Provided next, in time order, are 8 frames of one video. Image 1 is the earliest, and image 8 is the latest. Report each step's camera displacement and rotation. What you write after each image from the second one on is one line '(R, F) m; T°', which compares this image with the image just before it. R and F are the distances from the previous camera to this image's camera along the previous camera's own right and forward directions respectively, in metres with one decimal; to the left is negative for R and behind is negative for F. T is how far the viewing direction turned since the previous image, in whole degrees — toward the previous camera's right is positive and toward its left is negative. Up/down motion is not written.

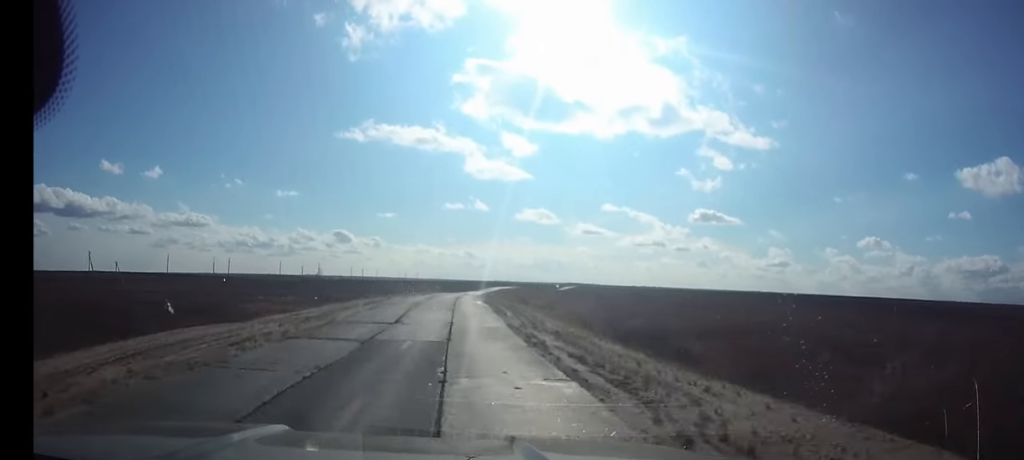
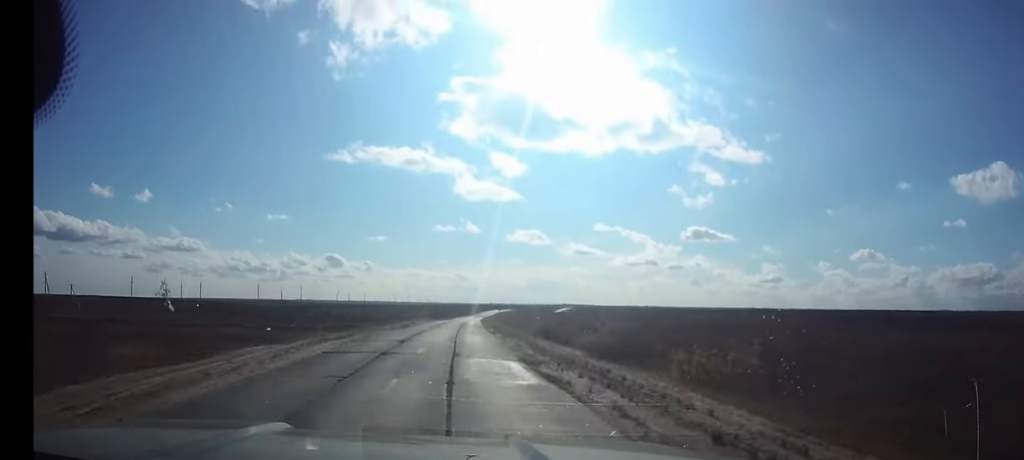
(+0.3, +27.2) m; +1°
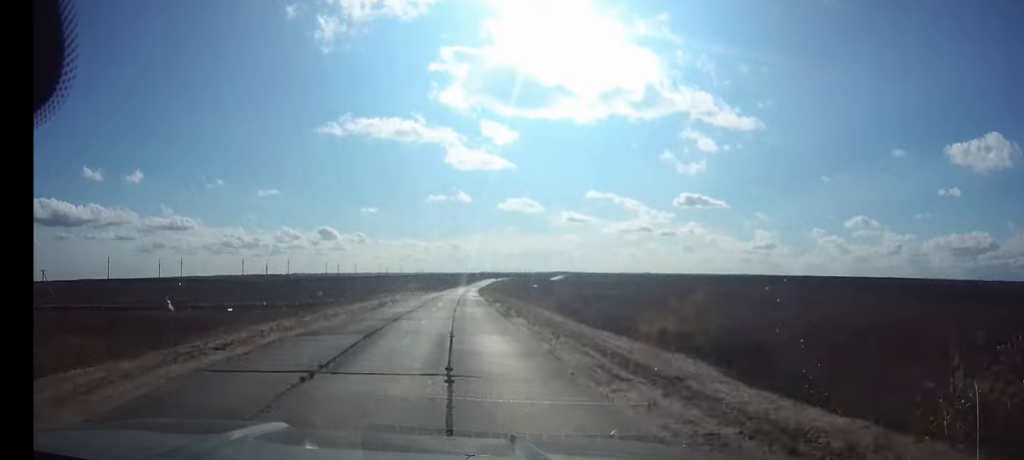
(+0.1, +14.8) m; 0°
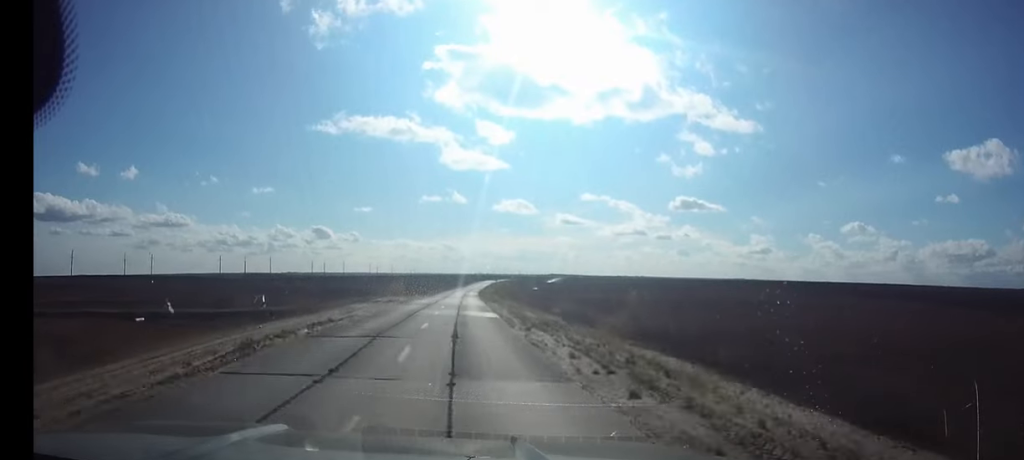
(0.0, +24.3) m; +1°
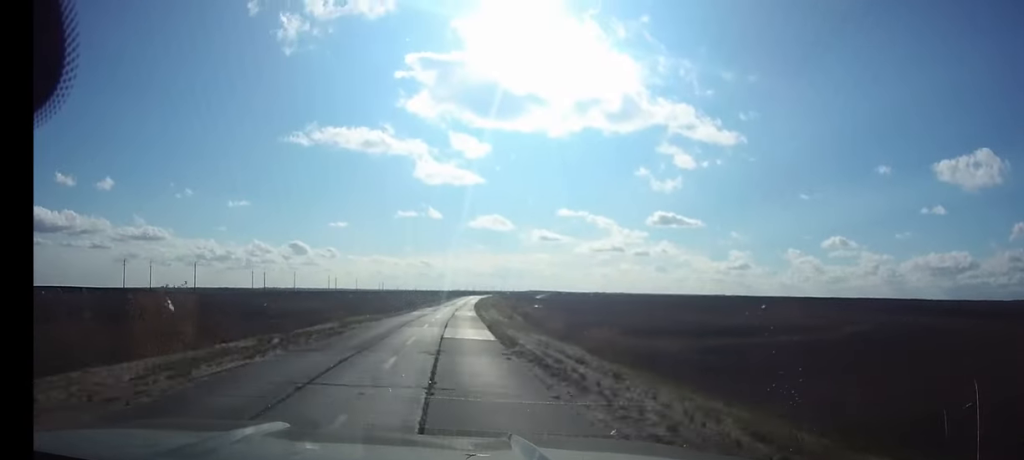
(+1.3, +70.1) m; +2°
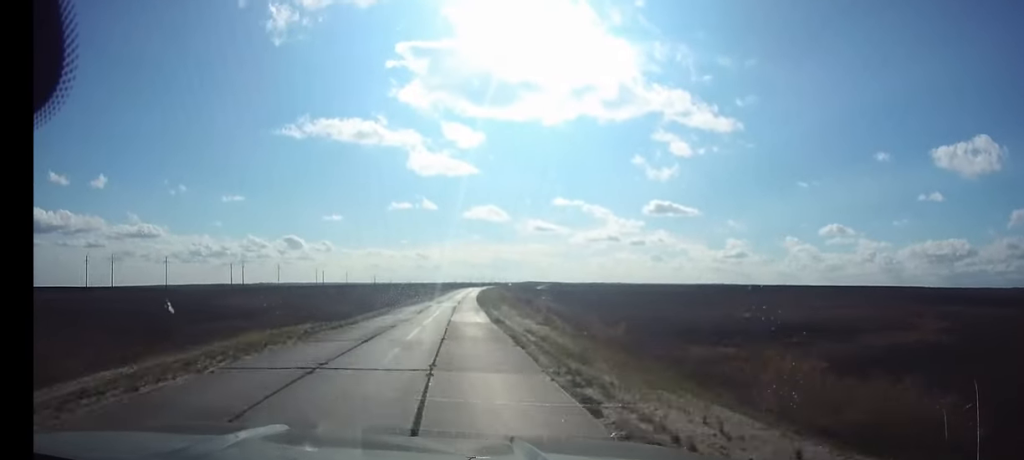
(+0.1, +23.1) m; 0°
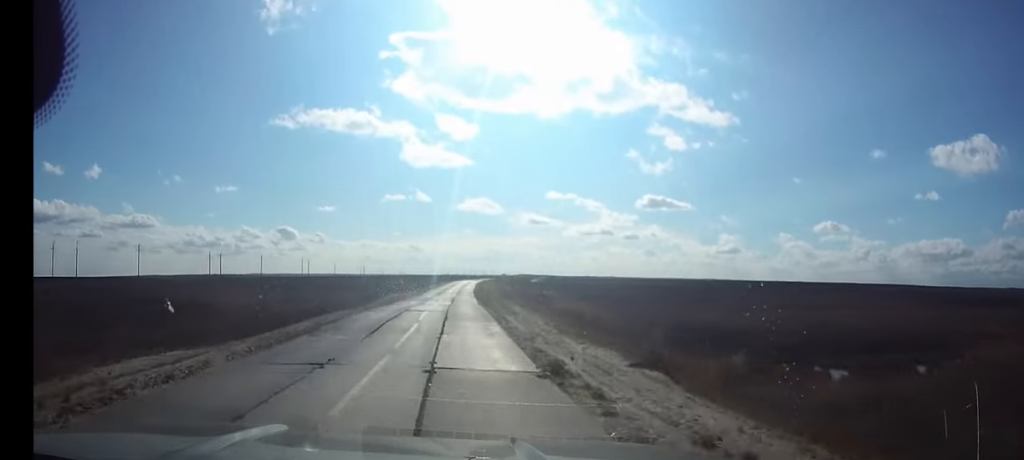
(+0.1, +16.3) m; 0°
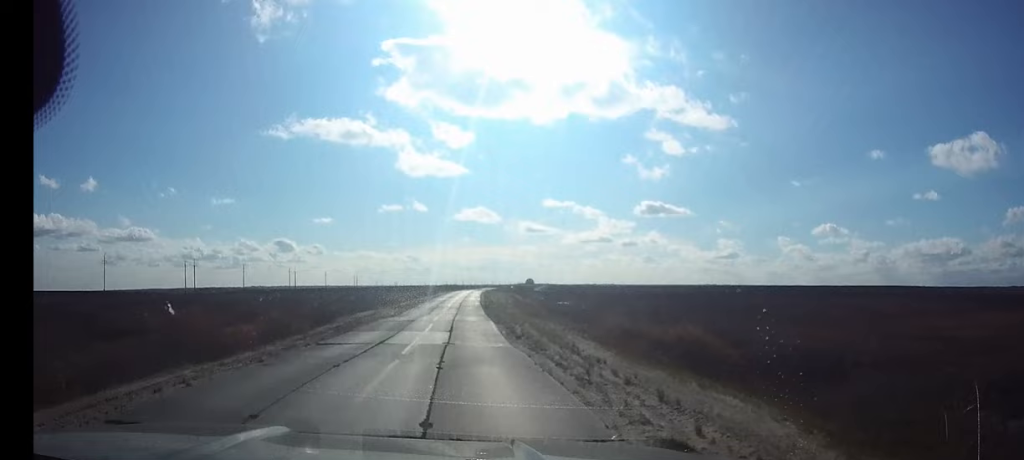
(+0.1, +21.7) m; +1°
